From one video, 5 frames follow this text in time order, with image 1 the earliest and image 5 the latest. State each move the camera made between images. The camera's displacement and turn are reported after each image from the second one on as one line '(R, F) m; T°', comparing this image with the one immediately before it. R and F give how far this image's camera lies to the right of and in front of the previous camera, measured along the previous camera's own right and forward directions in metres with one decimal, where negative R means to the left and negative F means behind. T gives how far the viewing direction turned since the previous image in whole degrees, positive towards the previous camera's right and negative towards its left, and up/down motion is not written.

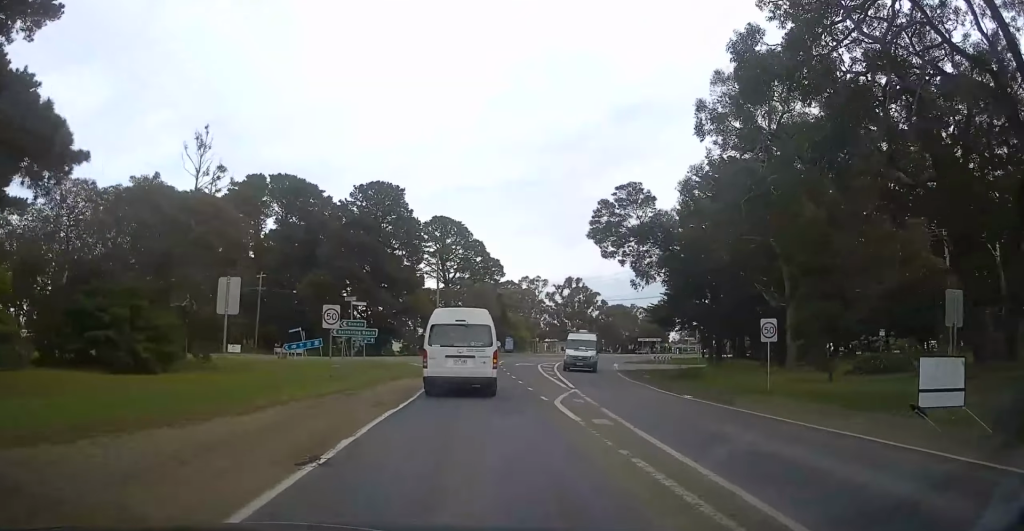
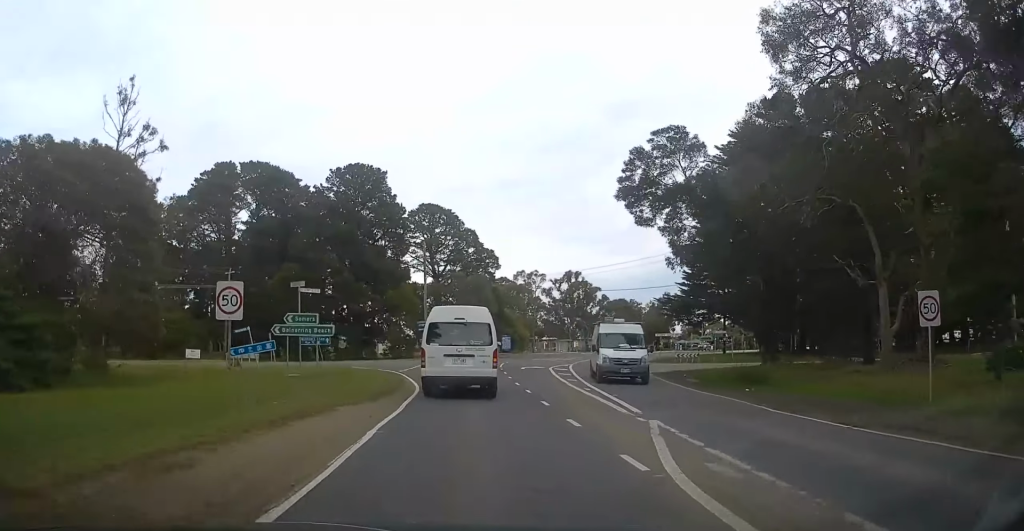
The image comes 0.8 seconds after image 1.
(-0.1, +9.3) m; +1°
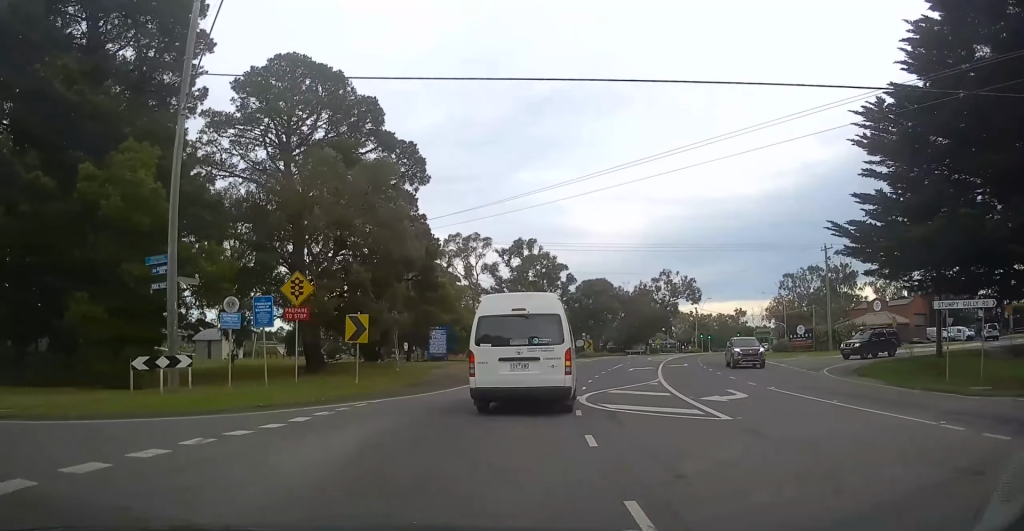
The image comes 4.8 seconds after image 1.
(+2.5, +47.0) m; +8°
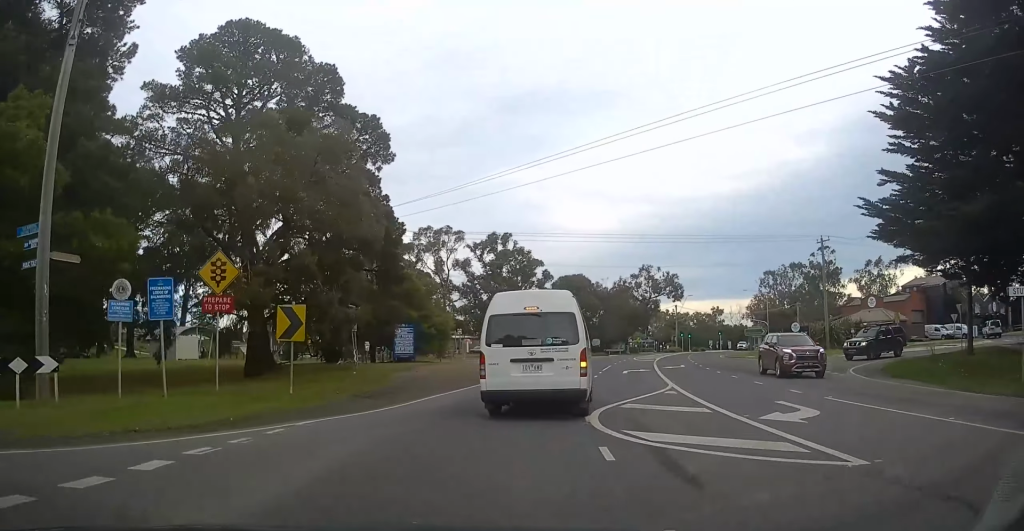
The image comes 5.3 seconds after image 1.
(+0.1, +5.0) m; +3°
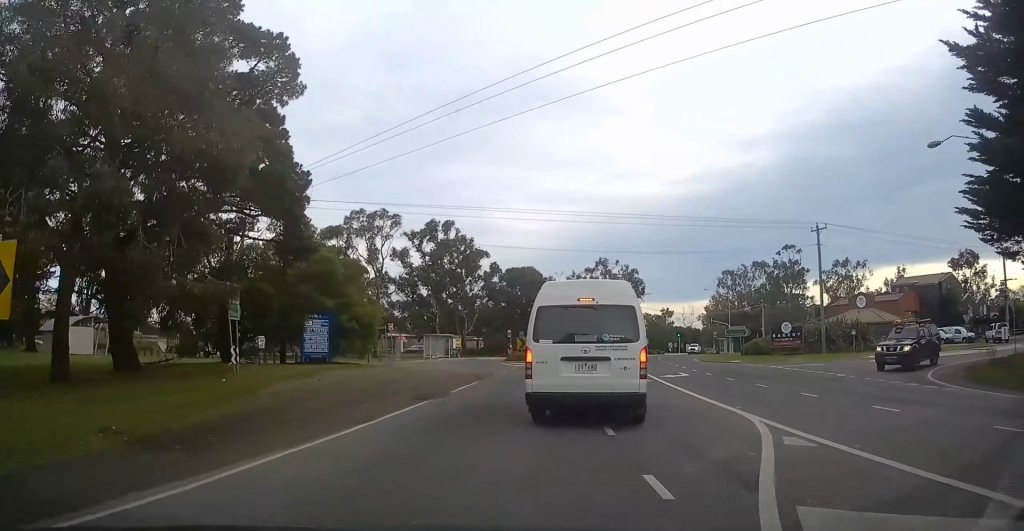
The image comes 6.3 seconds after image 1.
(+0.4, +9.6) m; +5°
